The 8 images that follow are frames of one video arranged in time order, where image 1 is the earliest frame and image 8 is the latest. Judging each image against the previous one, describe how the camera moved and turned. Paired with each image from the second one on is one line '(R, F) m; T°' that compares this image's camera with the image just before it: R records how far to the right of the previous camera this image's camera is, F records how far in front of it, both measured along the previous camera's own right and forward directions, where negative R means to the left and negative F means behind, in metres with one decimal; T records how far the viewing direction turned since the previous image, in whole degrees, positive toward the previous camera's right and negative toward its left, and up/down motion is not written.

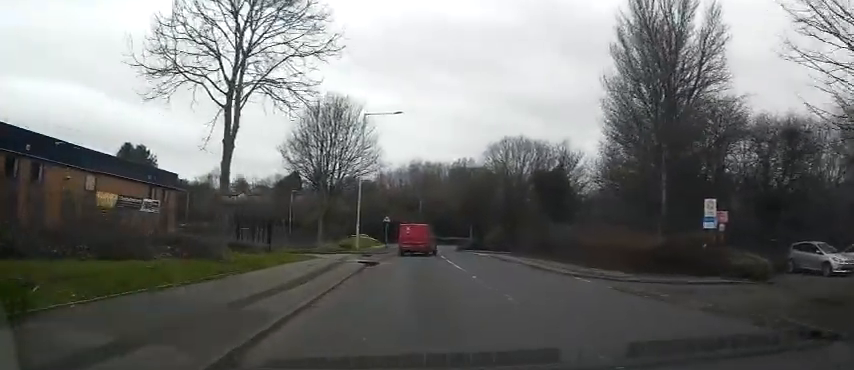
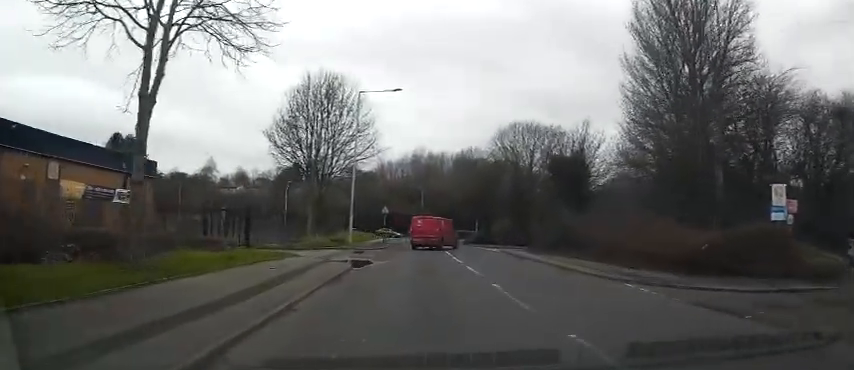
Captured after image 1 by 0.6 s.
(0.0, +4.1) m; -1°
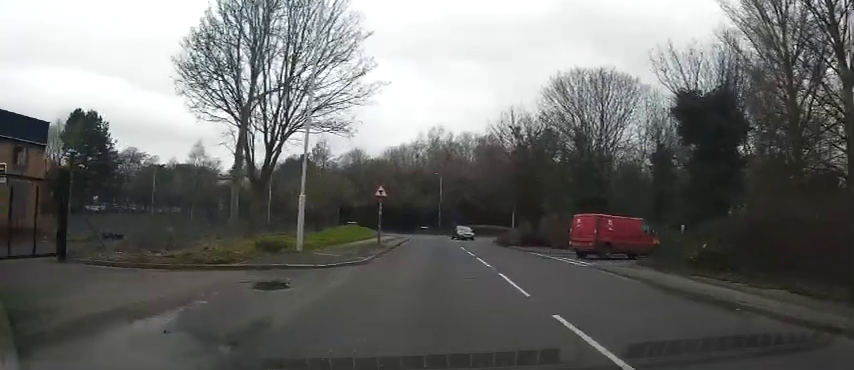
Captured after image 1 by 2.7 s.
(-0.5, +16.4) m; -2°
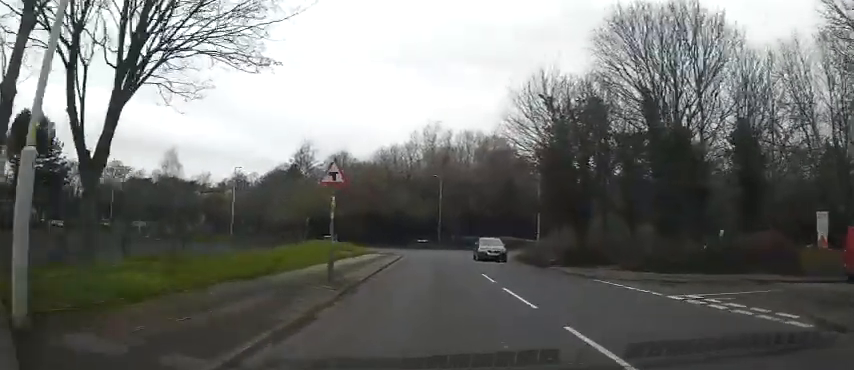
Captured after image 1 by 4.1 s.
(+0.1, +12.3) m; +1°
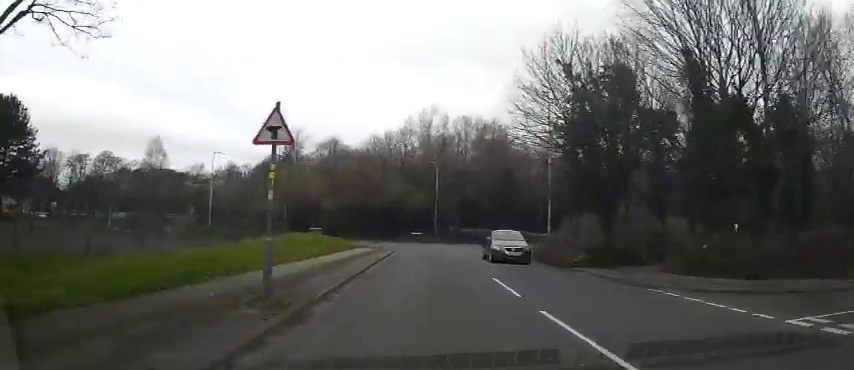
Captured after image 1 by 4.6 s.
(0.0, +4.8) m; 0°
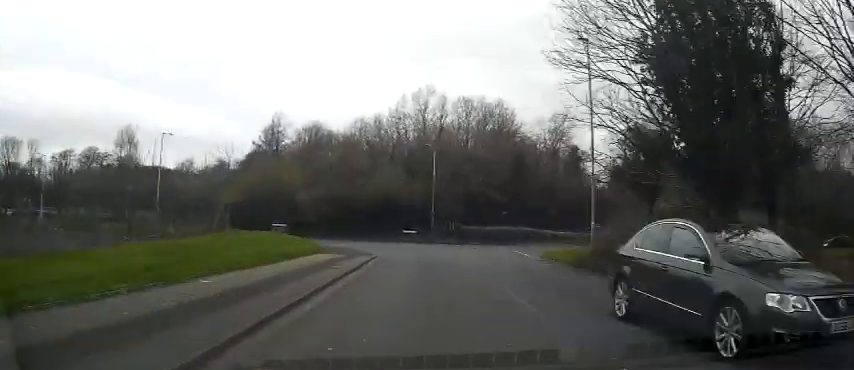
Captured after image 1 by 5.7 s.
(0.0, +9.6) m; +1°
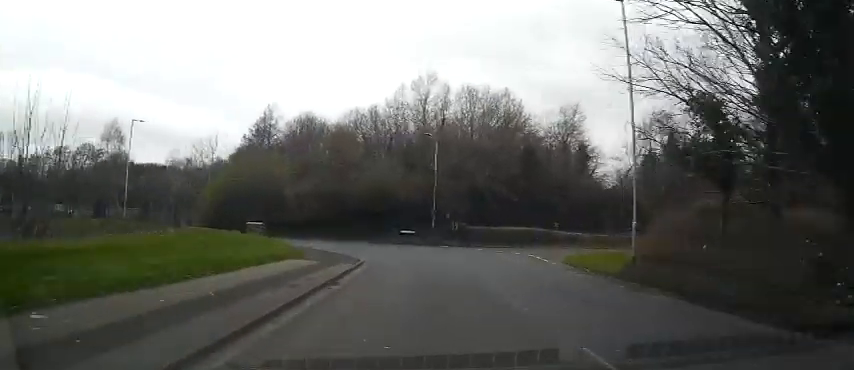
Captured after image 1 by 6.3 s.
(+0.1, +5.2) m; 0°
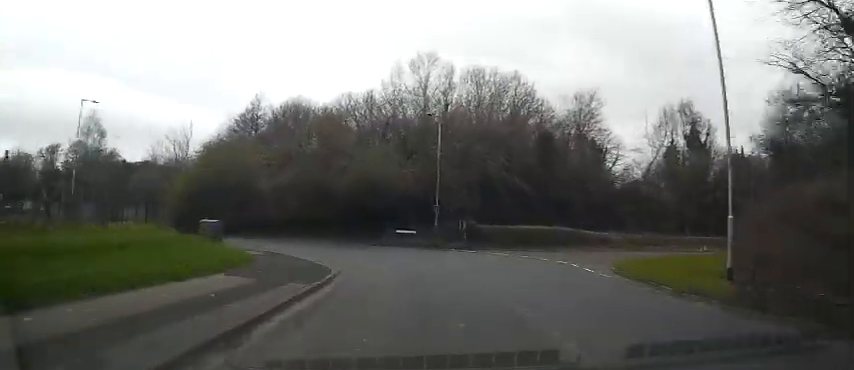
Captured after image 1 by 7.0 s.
(0.0, +6.5) m; -1°
